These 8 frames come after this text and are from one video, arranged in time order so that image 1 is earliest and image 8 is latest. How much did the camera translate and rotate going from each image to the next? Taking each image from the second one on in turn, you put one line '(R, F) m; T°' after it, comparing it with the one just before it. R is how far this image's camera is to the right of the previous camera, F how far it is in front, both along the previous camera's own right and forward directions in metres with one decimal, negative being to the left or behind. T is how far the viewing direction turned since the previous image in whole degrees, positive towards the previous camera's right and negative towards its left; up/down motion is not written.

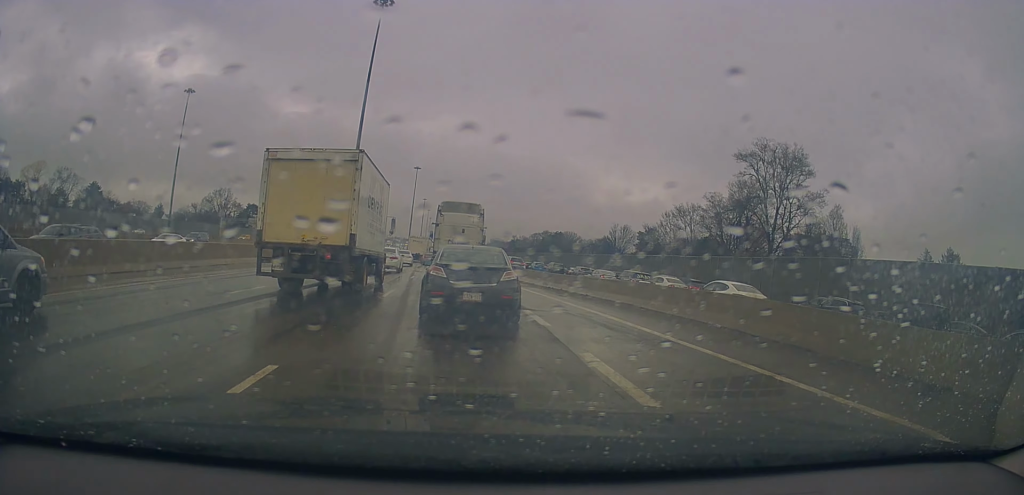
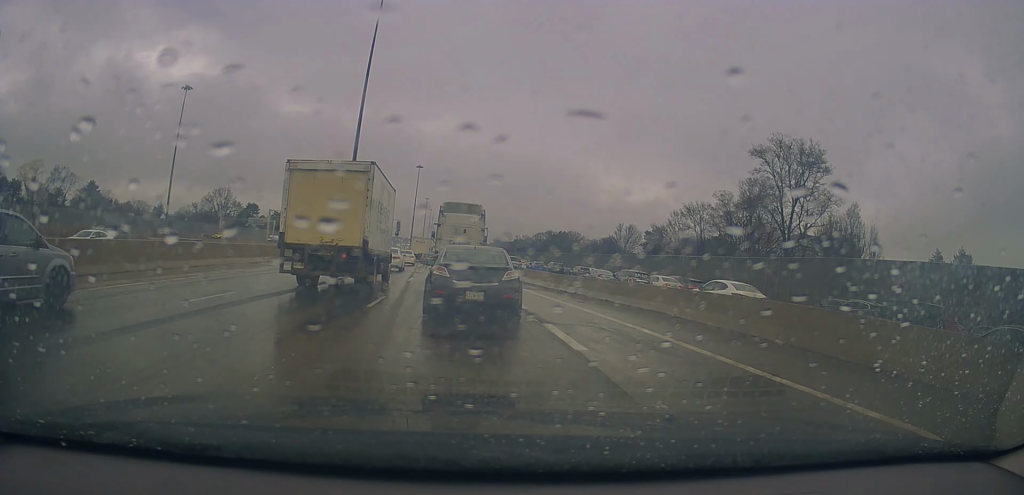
(+0.2, +2.8) m; +2°
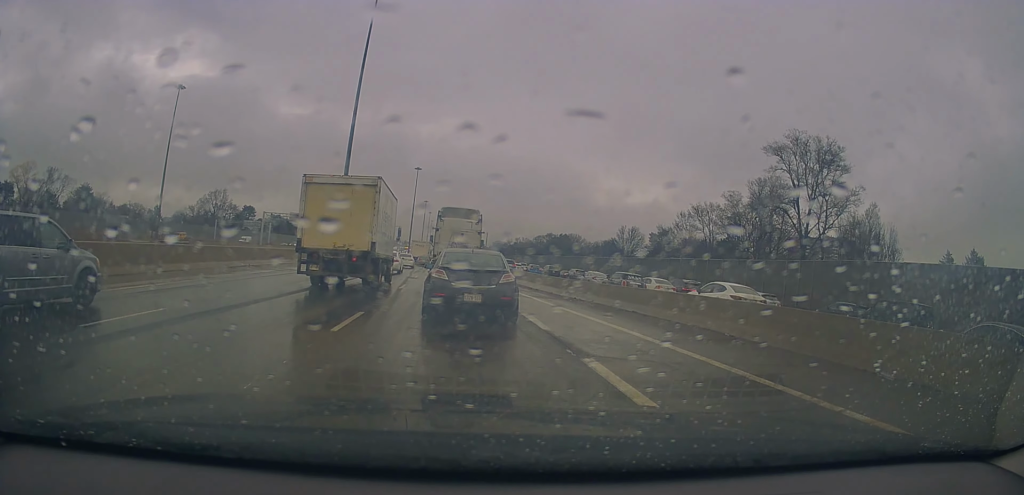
(+0.2, +3.5) m; +1°
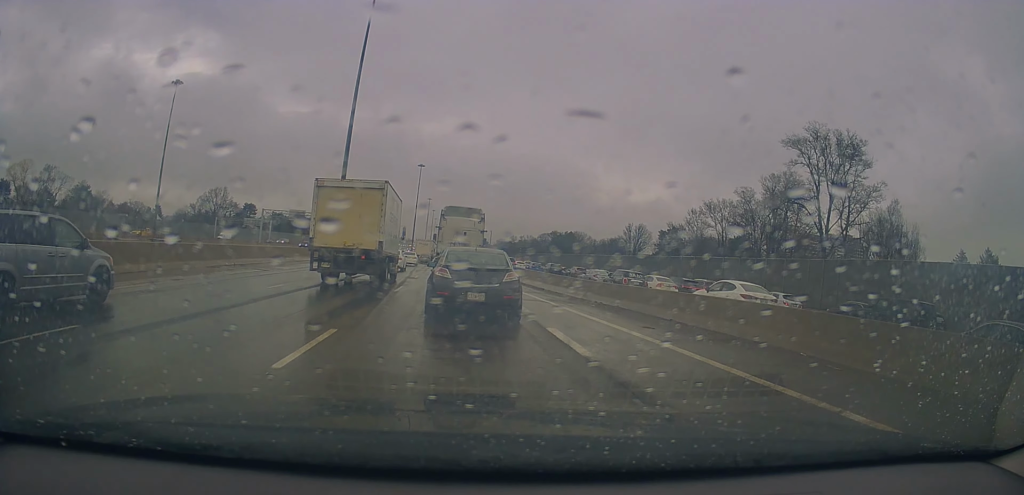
(-0.1, +3.0) m; -3°
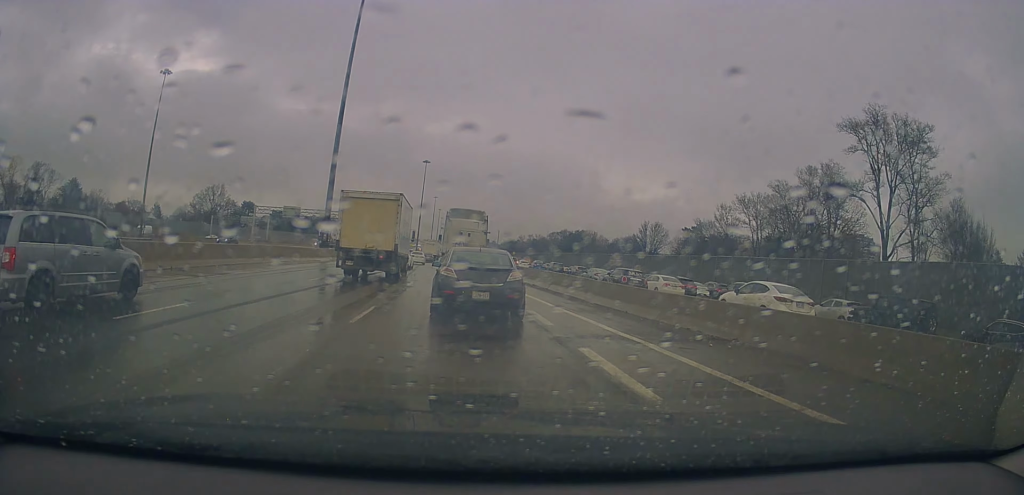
(-0.3, +8.5) m; -1°
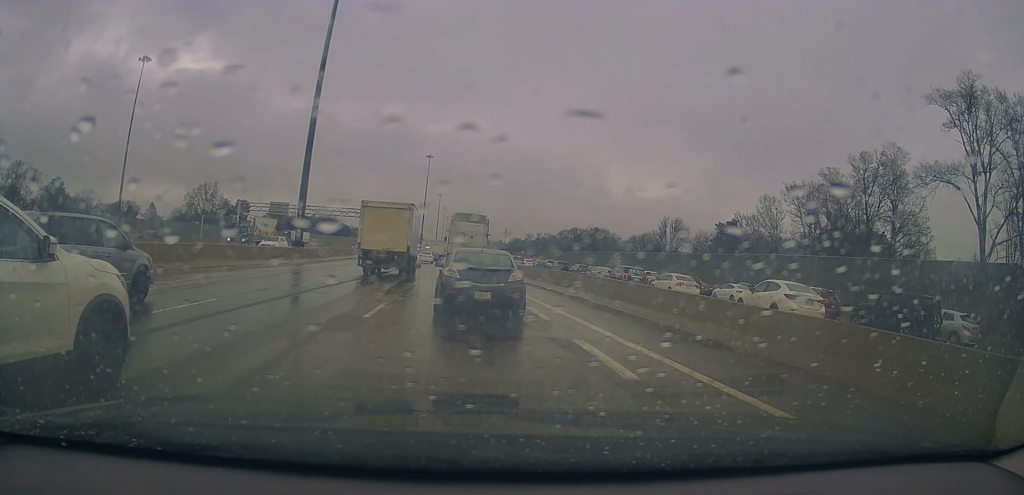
(-0.3, +10.8) m; -5°
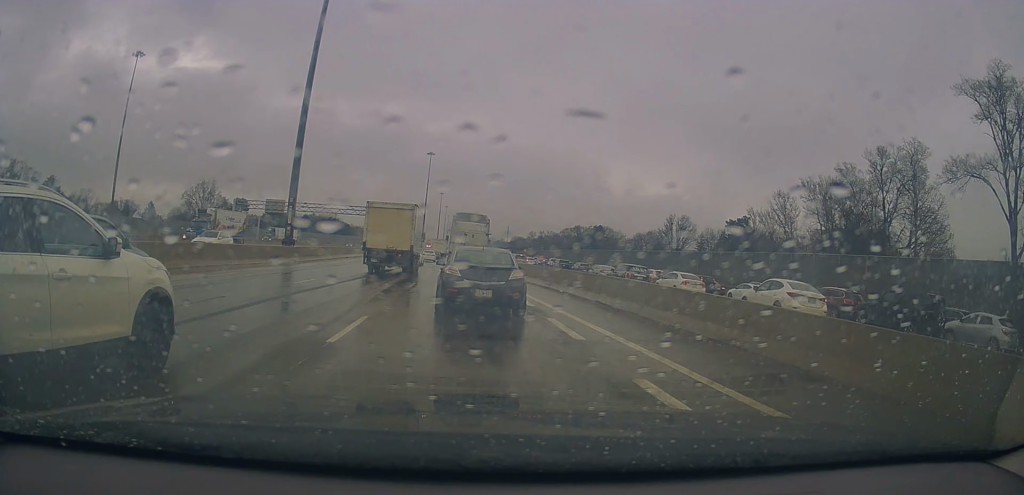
(-0.1, +3.0) m; +1°
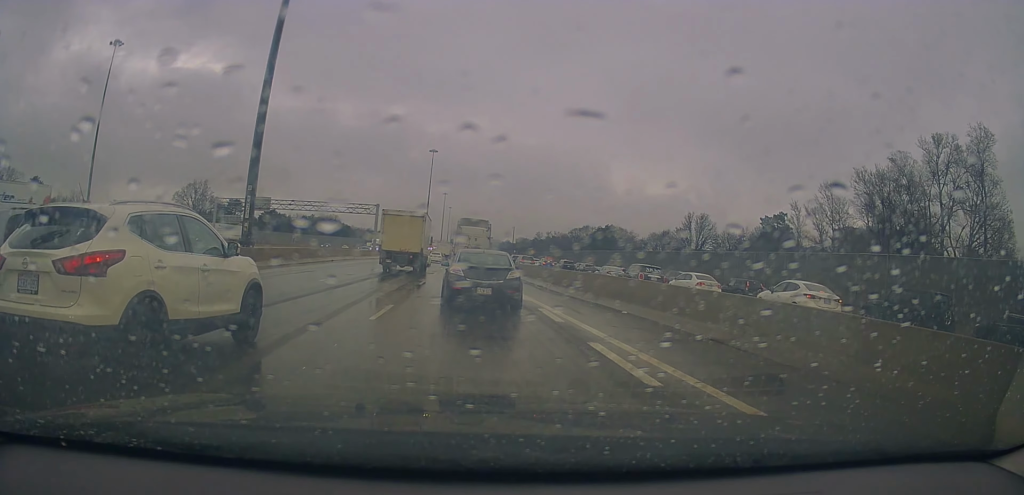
(+0.4, +9.4) m; +3°
